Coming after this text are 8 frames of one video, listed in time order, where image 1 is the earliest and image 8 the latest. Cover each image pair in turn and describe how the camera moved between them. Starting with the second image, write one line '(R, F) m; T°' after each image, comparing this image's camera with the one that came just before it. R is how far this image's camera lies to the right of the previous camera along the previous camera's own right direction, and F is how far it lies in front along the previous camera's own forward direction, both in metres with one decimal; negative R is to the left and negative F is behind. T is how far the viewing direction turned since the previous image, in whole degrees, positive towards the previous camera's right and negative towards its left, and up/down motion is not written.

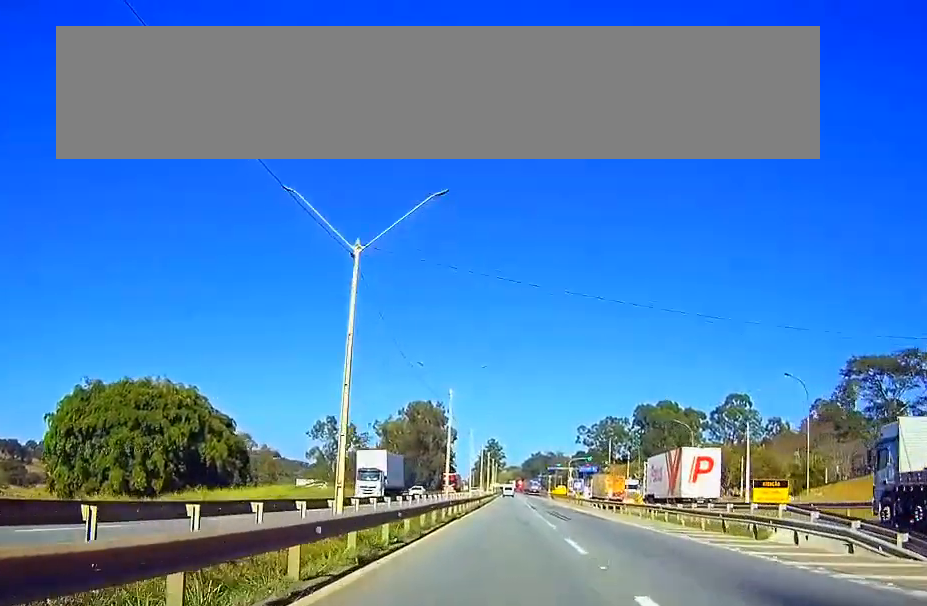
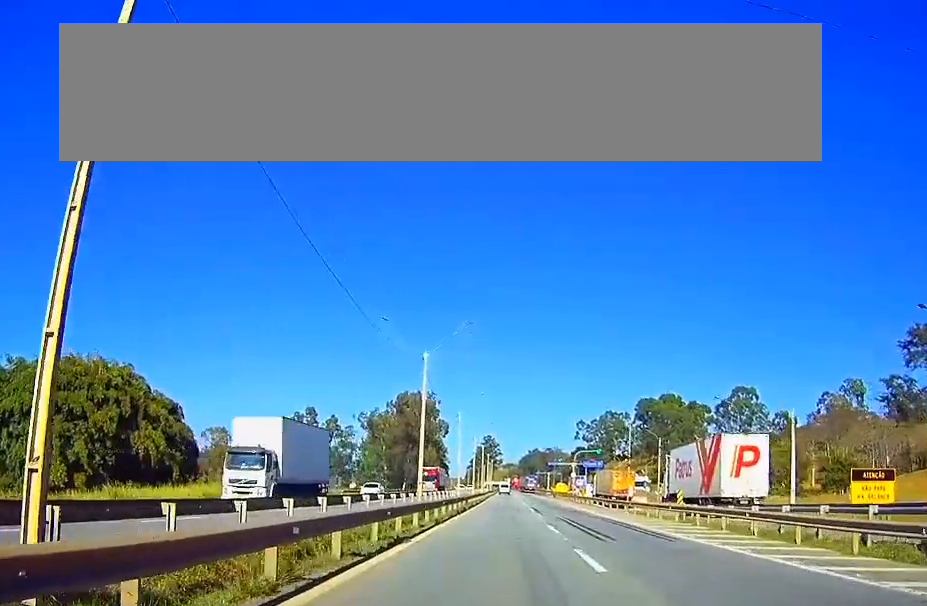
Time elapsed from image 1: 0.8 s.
(0.0, +16.9) m; 0°
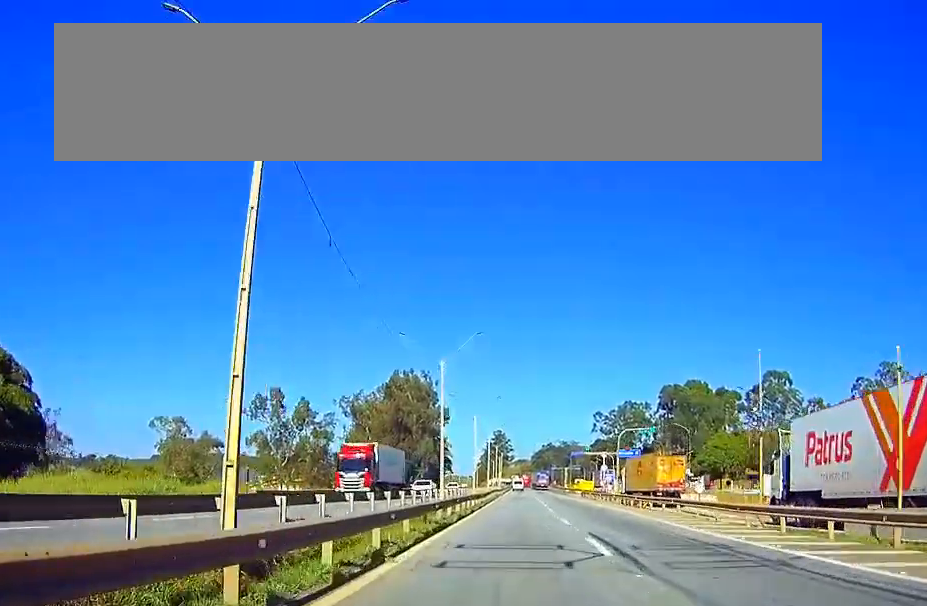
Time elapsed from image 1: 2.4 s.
(0.0, +34.7) m; 0°
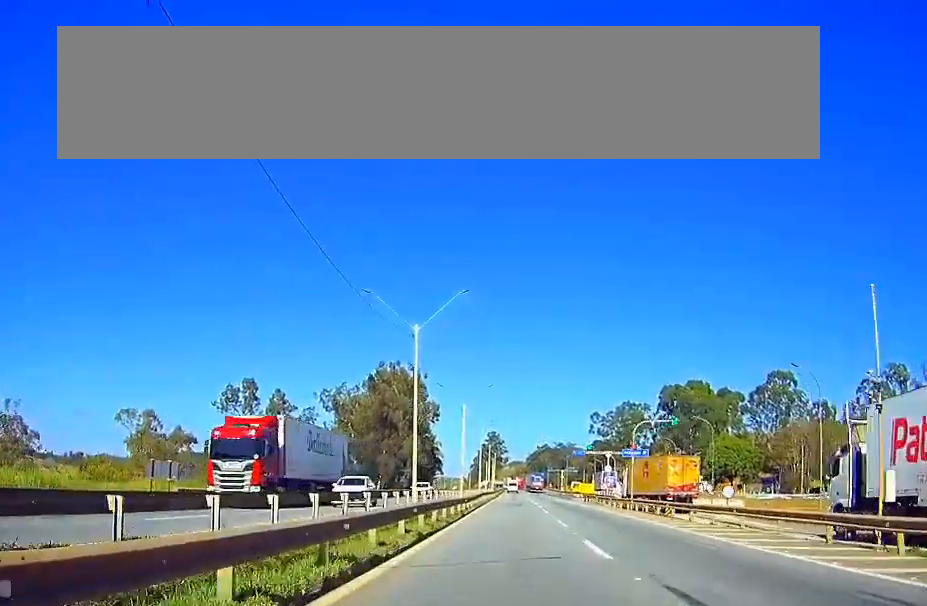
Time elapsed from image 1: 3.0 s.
(0.0, +12.5) m; 0°
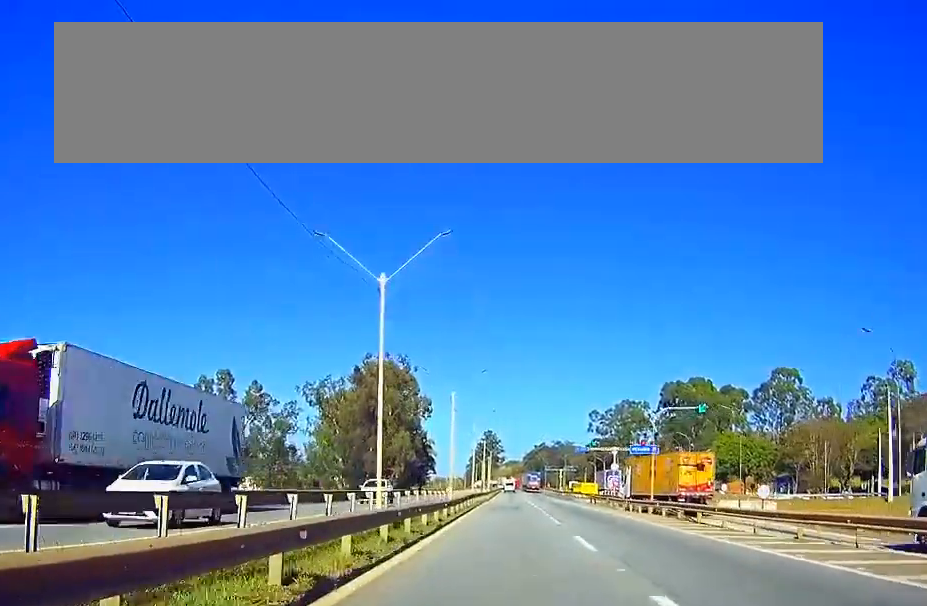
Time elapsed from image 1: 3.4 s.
(0.0, +10.3) m; 0°
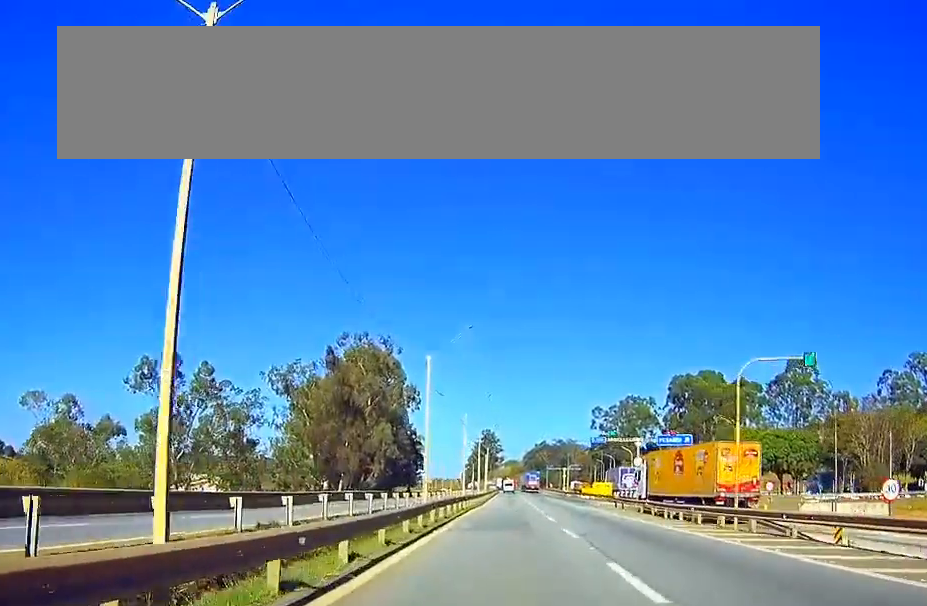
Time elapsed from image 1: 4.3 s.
(0.0, +20.1) m; 0°
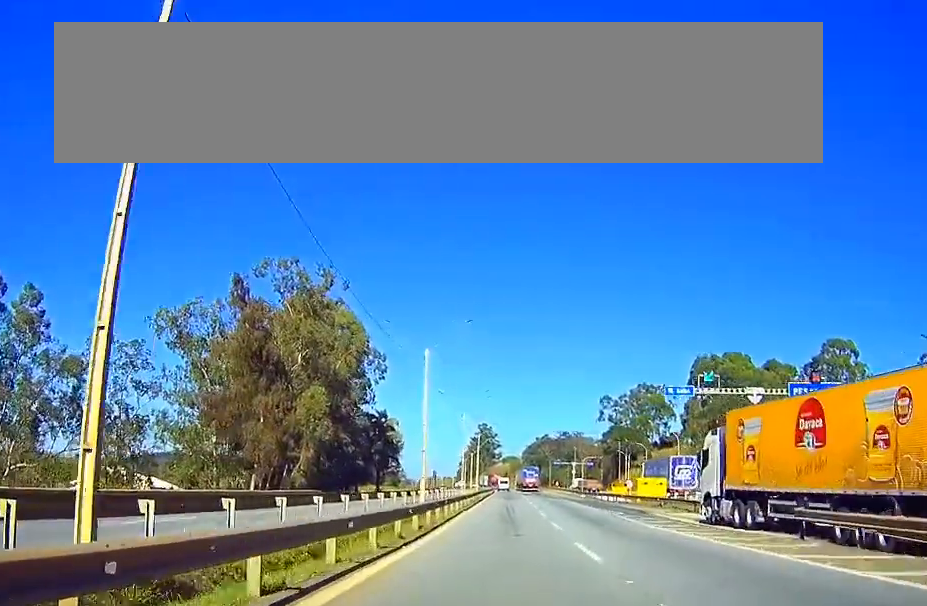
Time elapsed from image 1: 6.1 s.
(+0.1, +40.7) m; 0°
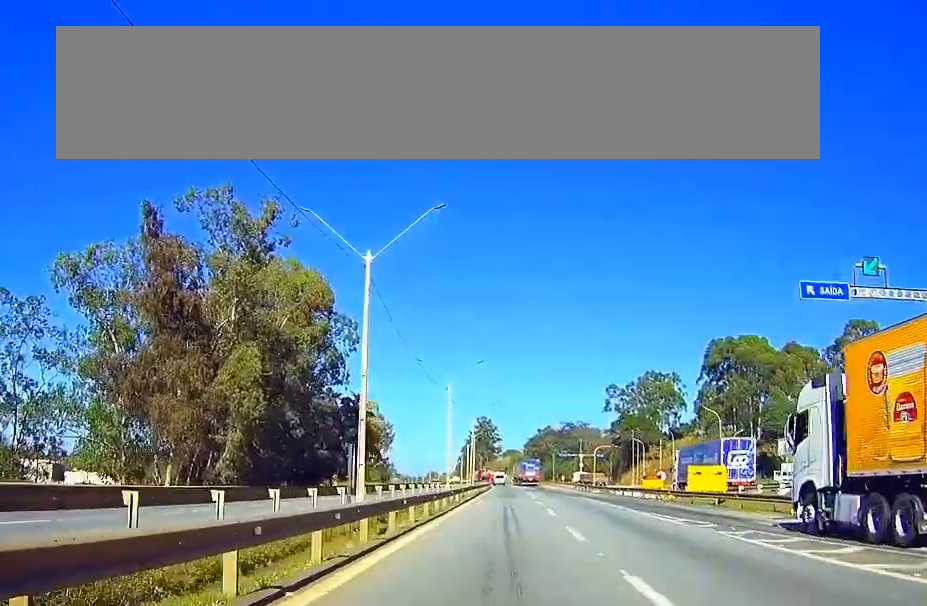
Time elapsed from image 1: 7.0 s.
(0.0, +20.7) m; 0°
